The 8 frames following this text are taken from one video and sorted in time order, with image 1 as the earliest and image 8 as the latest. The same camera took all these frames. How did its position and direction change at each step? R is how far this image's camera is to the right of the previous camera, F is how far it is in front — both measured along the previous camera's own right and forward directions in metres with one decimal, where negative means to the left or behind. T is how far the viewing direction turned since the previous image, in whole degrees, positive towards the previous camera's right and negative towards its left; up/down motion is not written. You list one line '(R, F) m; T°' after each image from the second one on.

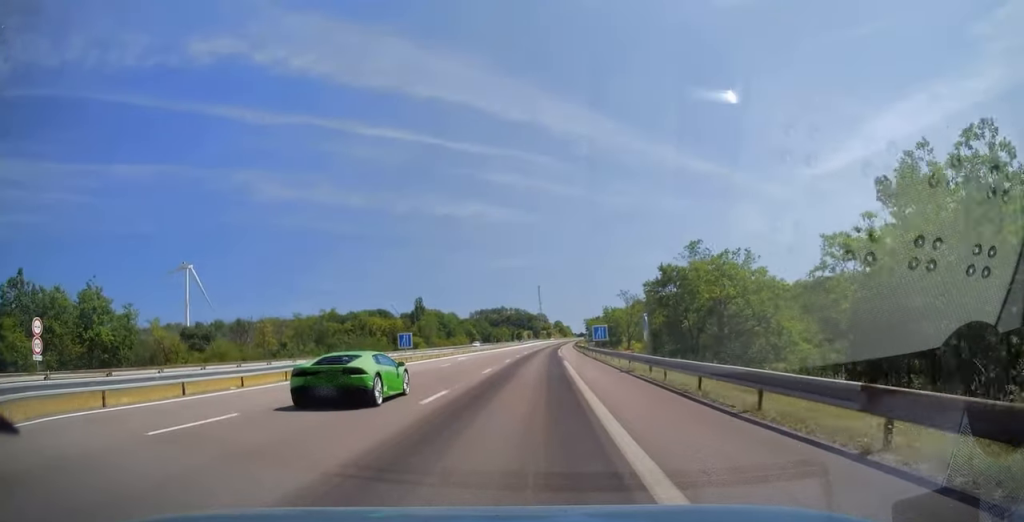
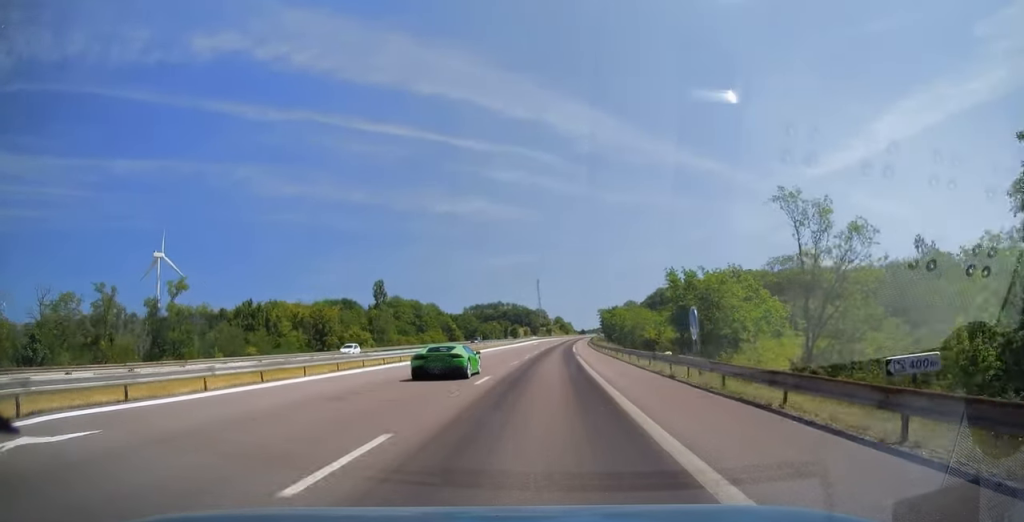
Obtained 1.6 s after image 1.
(+0.3, +47.3) m; +1°
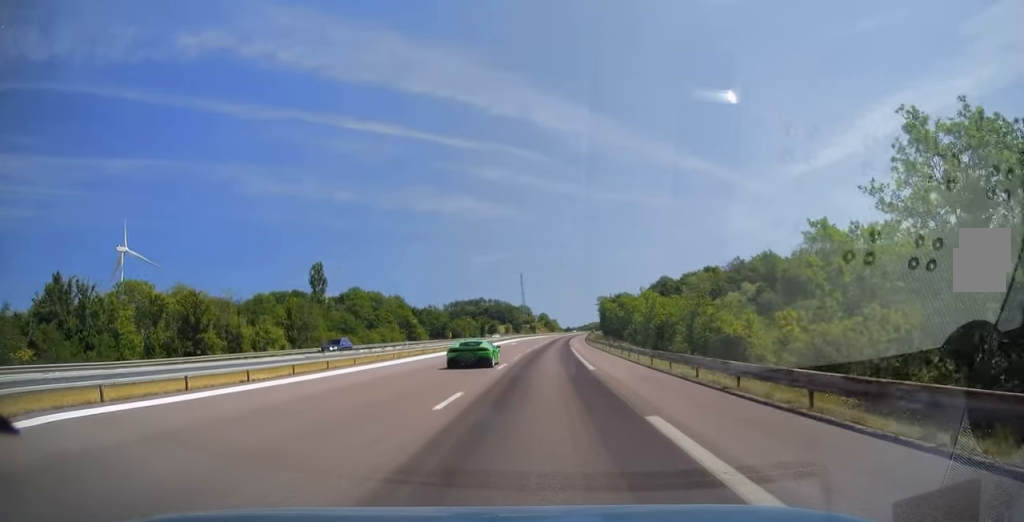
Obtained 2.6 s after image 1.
(+0.4, +32.7) m; +1°
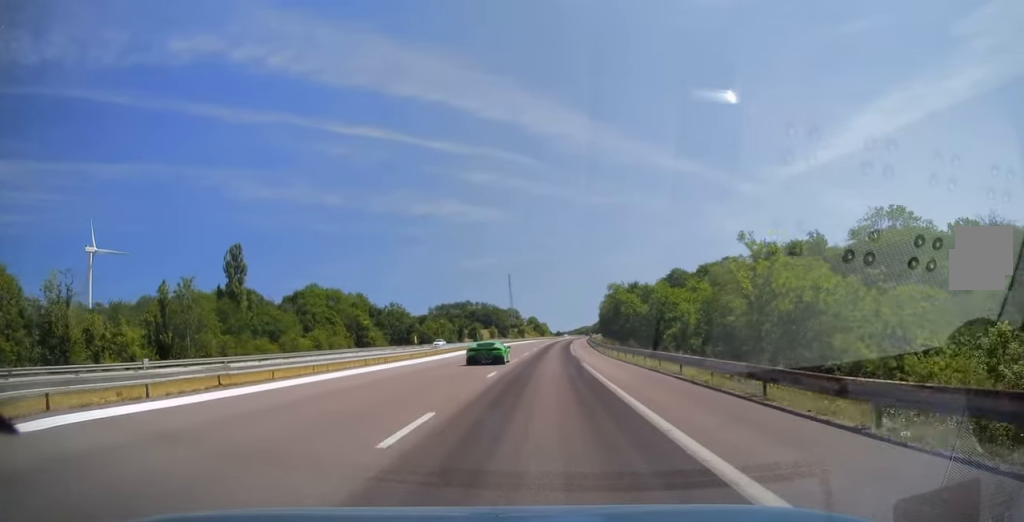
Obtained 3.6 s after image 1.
(+0.1, +29.7) m; +1°
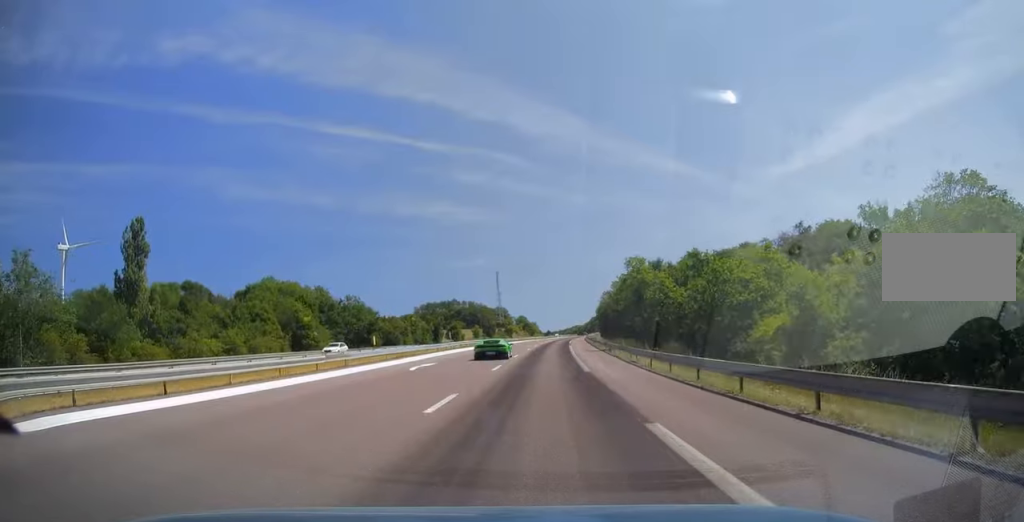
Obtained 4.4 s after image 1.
(+0.2, +22.7) m; +1°
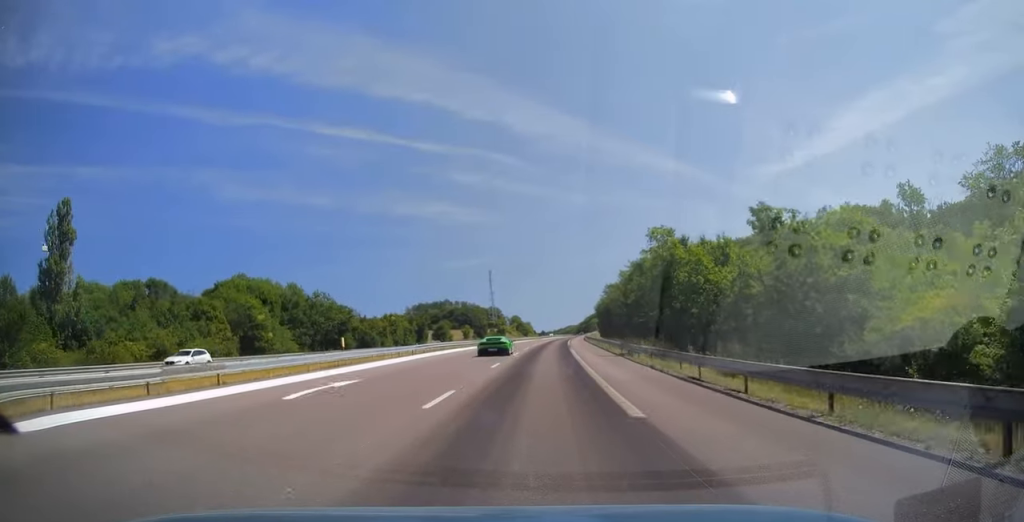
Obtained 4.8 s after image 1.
(+0.2, +12.6) m; 0°
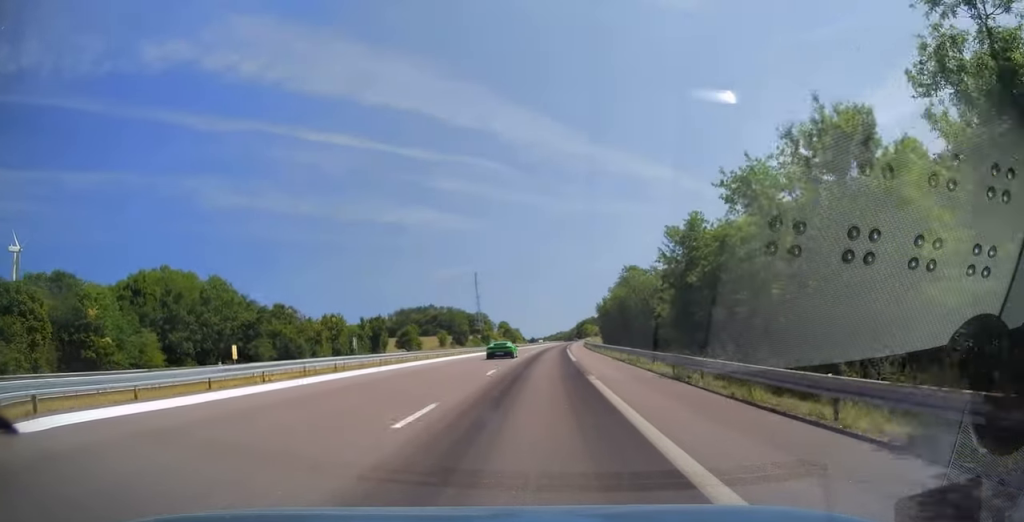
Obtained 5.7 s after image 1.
(+0.2, +28.2) m; +1°
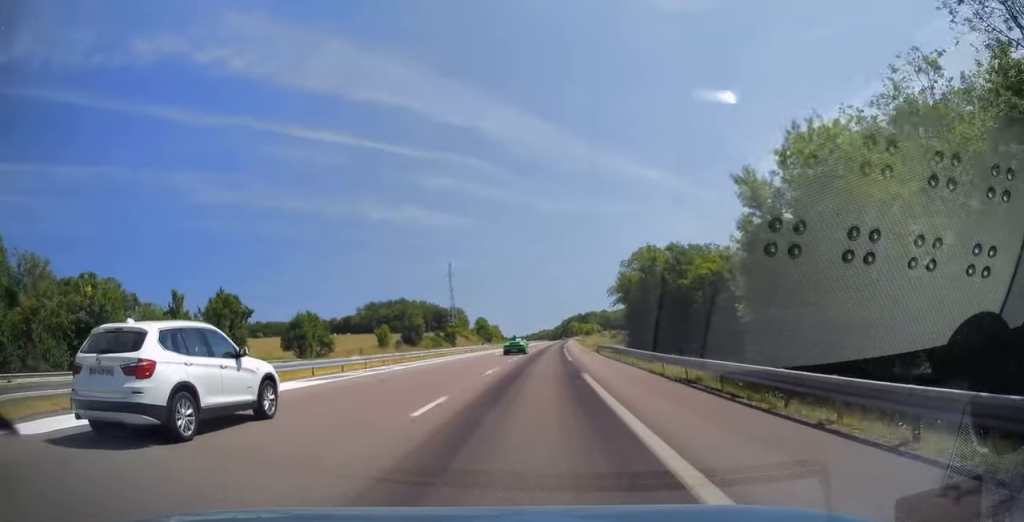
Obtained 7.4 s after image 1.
(+0.8, +50.3) m; +2°
